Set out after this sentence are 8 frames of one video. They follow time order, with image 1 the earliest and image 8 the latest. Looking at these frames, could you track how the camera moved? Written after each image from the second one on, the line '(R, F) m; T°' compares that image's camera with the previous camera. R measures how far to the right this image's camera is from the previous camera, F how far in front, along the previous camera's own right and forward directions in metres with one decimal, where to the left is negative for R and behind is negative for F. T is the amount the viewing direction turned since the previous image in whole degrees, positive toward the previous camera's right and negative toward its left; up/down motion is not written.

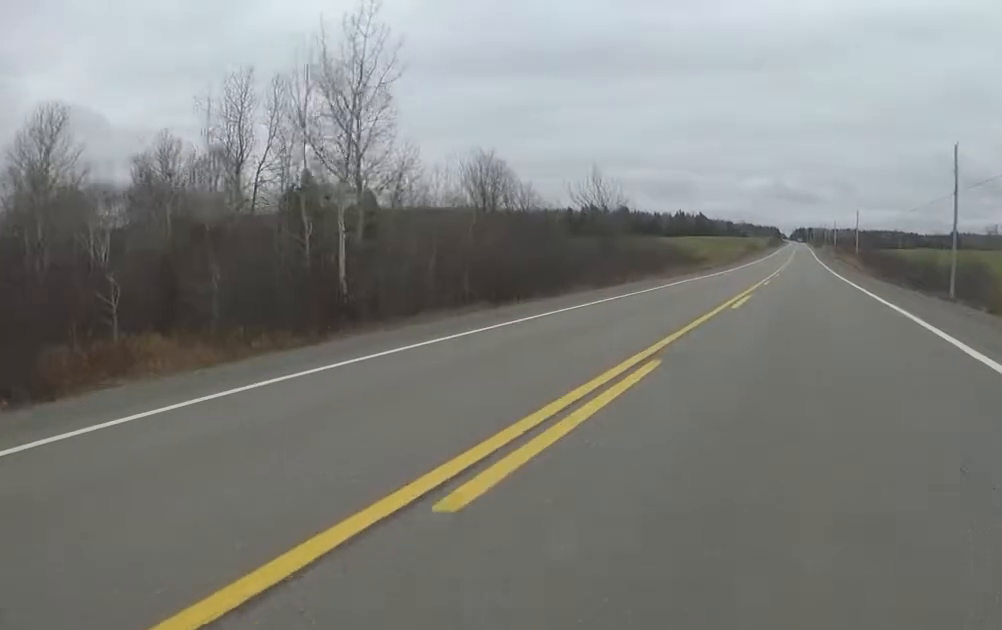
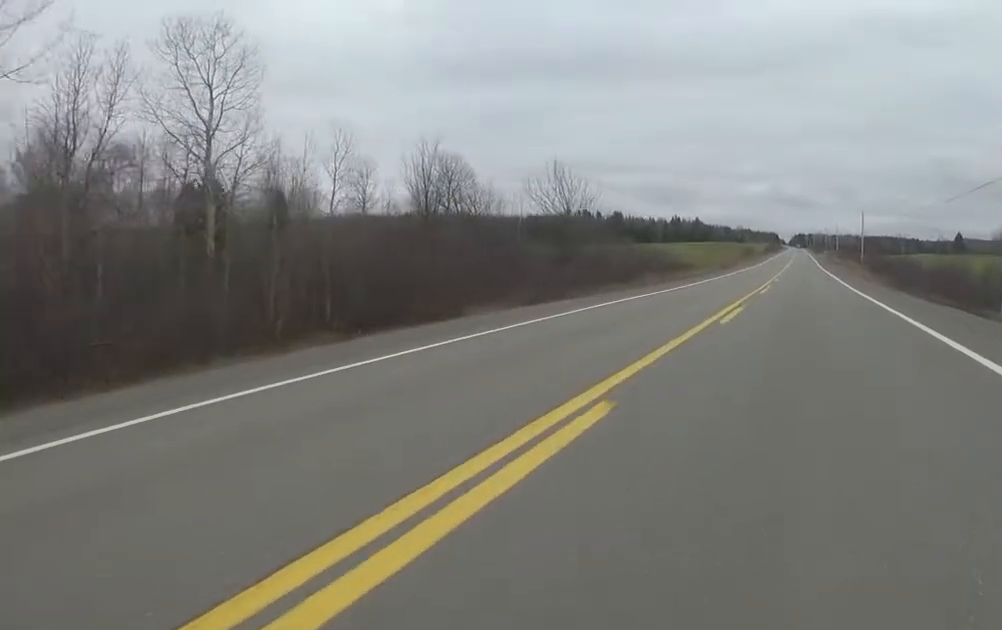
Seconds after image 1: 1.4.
(0.0, +10.3) m; 0°
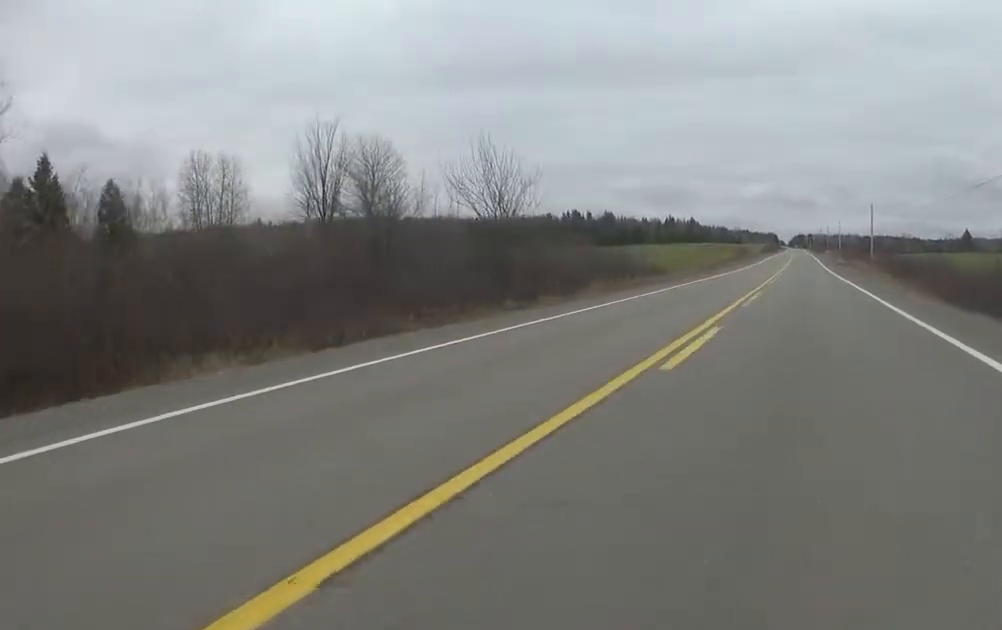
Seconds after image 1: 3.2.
(0.0, +12.5) m; 0°
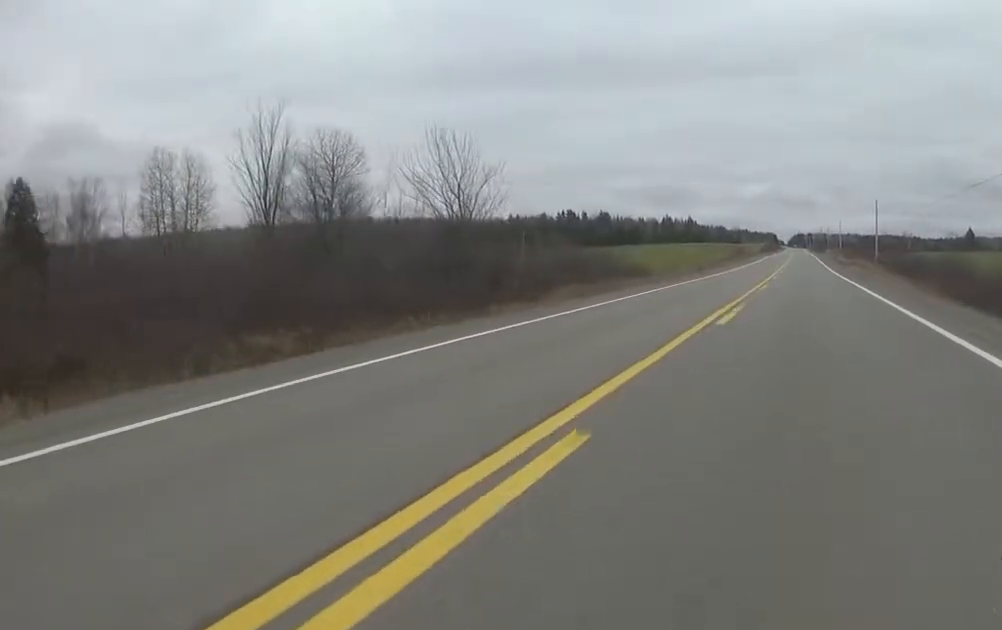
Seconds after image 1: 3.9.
(0.0, +5.1) m; -2°
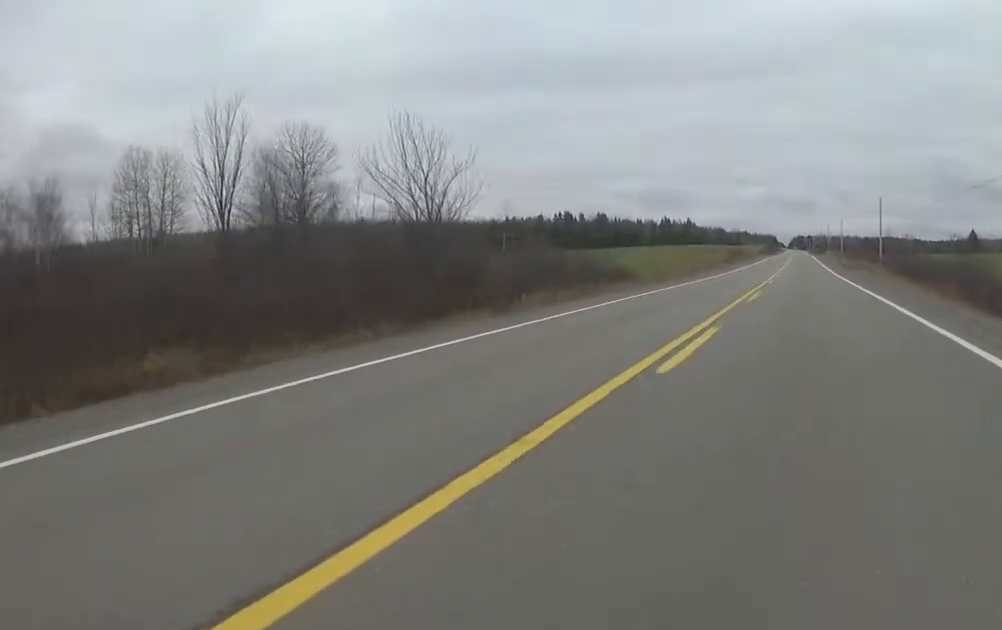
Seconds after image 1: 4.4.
(-0.1, +3.4) m; 0°
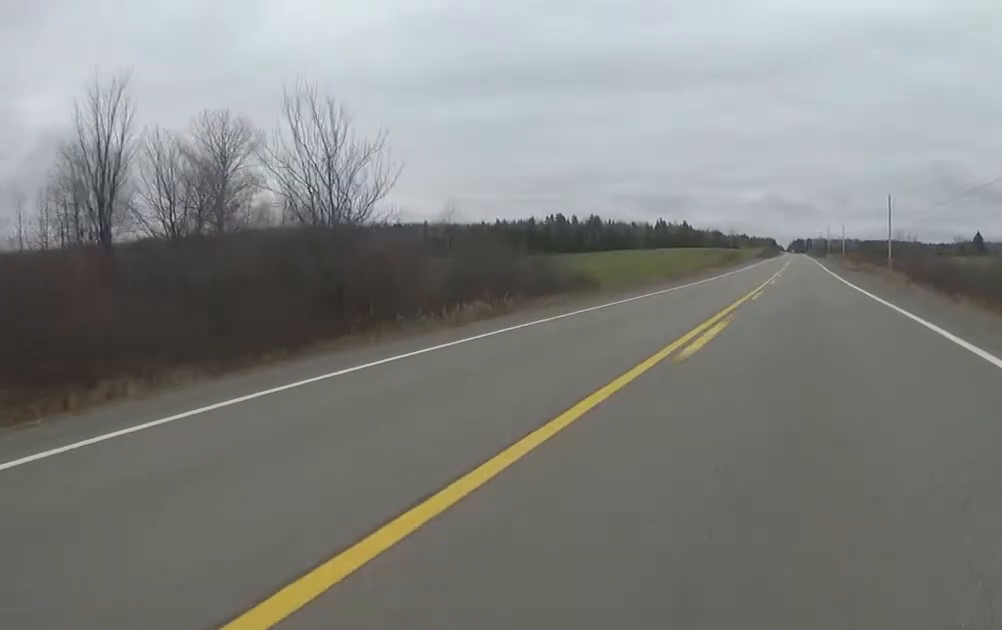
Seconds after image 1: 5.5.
(0.0, +7.7) m; +1°
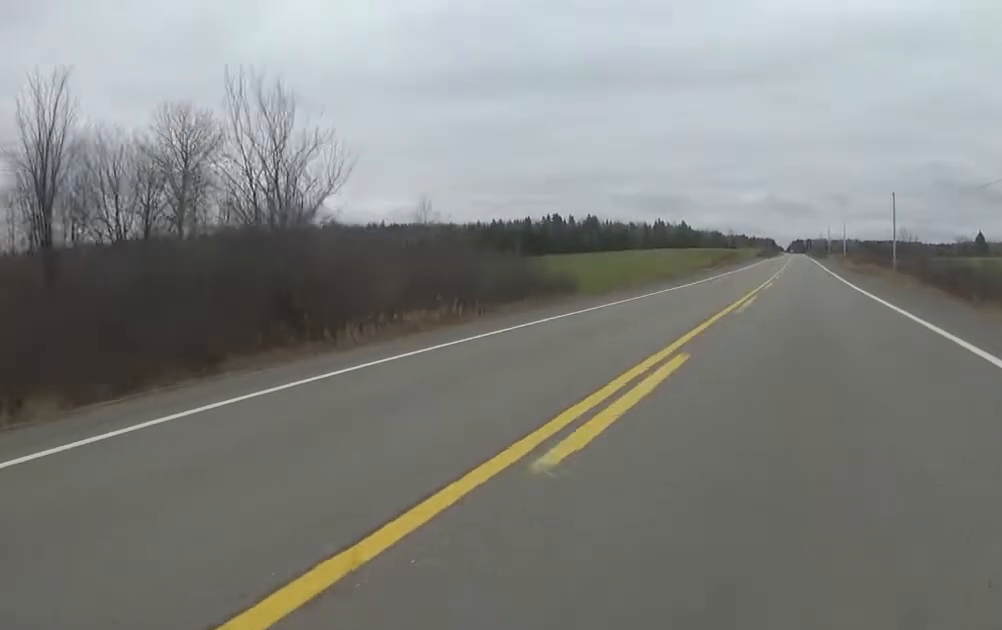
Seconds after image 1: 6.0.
(+0.1, +3.3) m; +1°
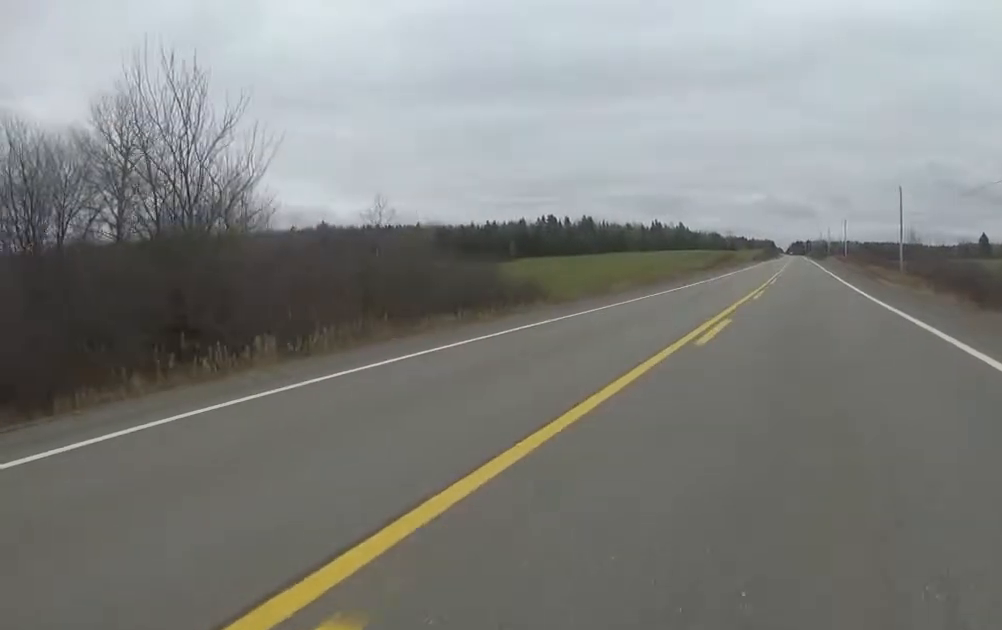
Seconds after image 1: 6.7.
(0.0, +4.8) m; 0°
